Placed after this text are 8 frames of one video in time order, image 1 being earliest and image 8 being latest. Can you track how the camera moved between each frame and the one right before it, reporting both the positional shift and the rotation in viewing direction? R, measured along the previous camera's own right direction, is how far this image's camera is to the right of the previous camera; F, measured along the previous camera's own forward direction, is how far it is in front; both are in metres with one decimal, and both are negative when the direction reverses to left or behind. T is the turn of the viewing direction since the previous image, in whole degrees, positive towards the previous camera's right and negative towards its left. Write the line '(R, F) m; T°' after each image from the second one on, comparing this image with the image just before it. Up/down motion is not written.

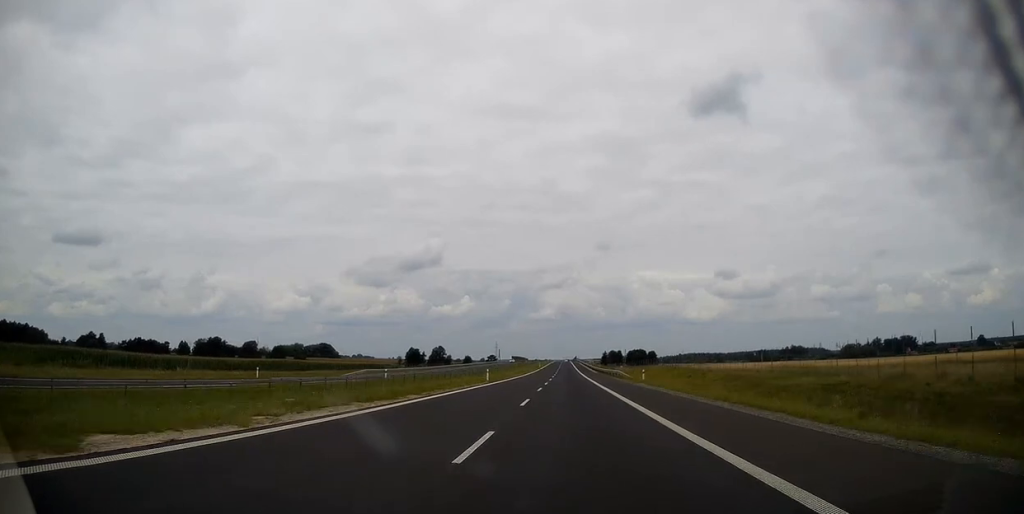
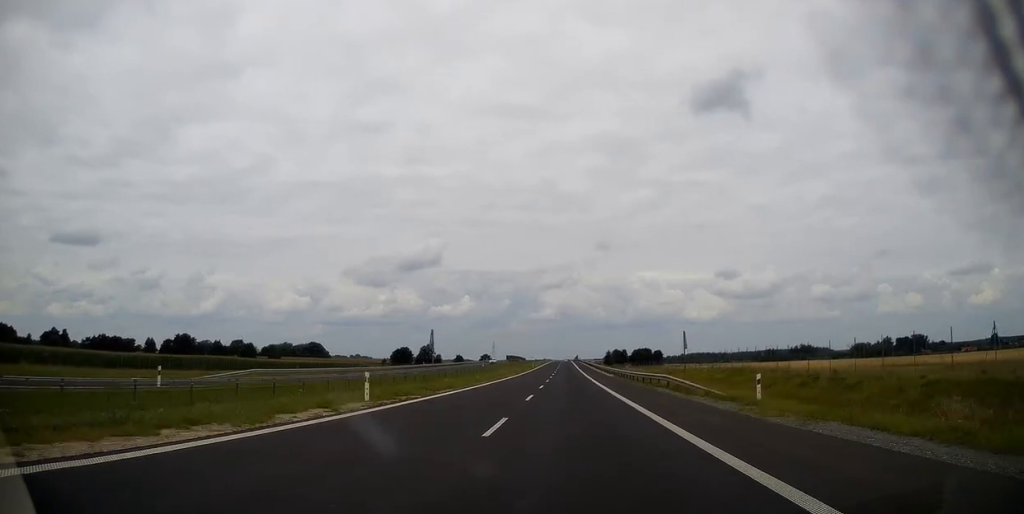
(-0.1, +32.7) m; 0°
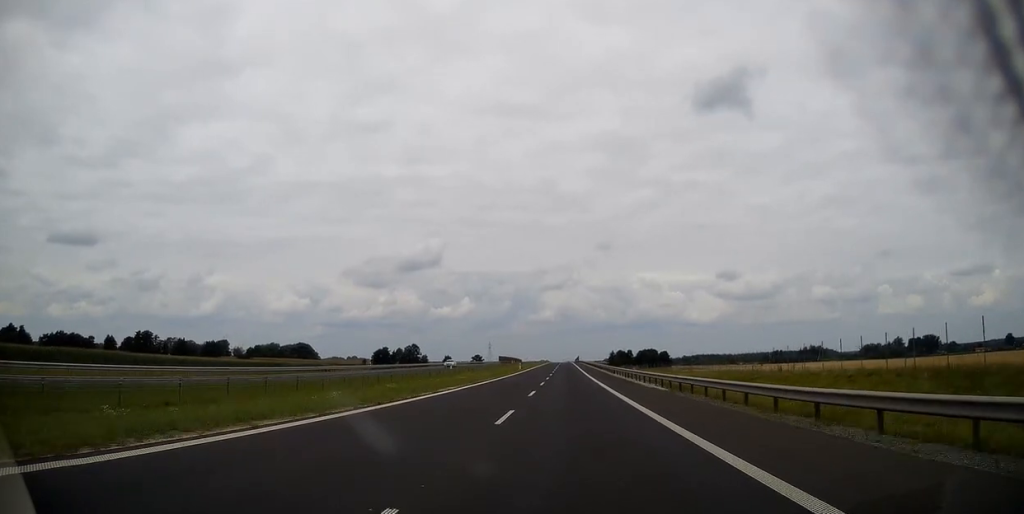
(+0.1, +33.8) m; 0°
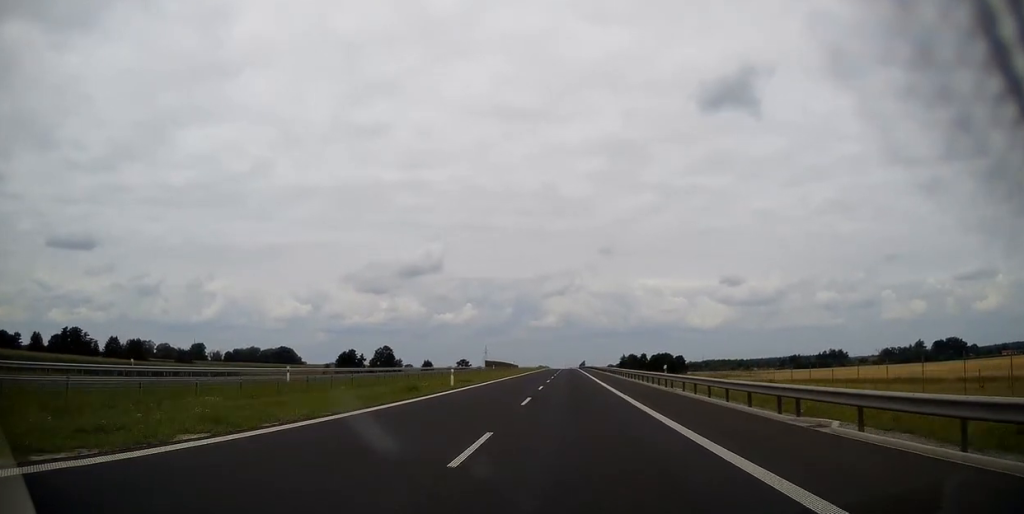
(-0.1, +53.5) m; 0°
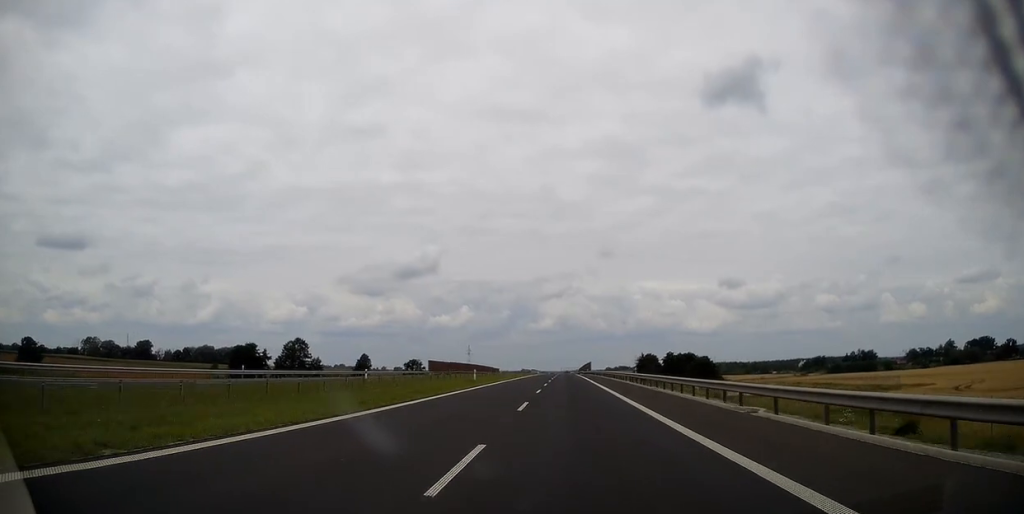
(+0.1, +85.4) m; 0°
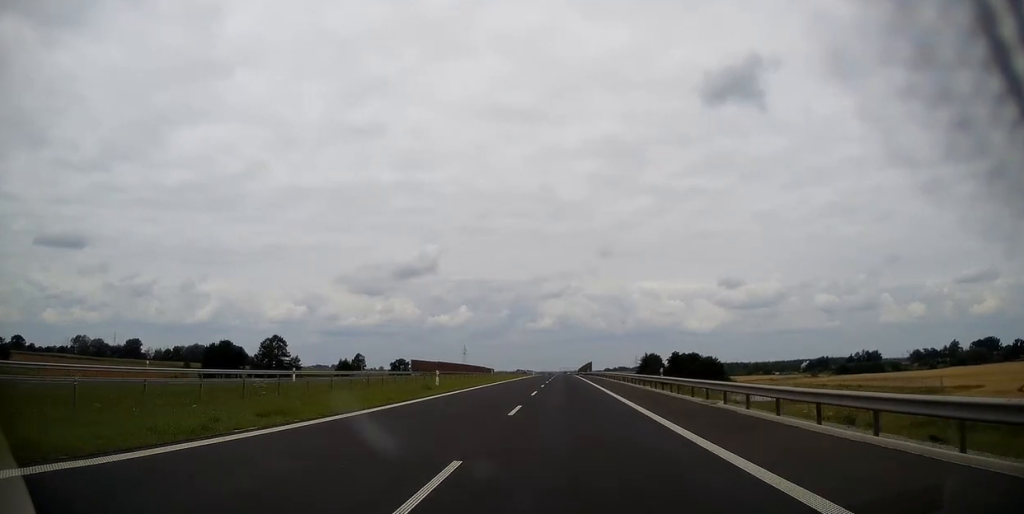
(0.0, +13.8) m; 0°
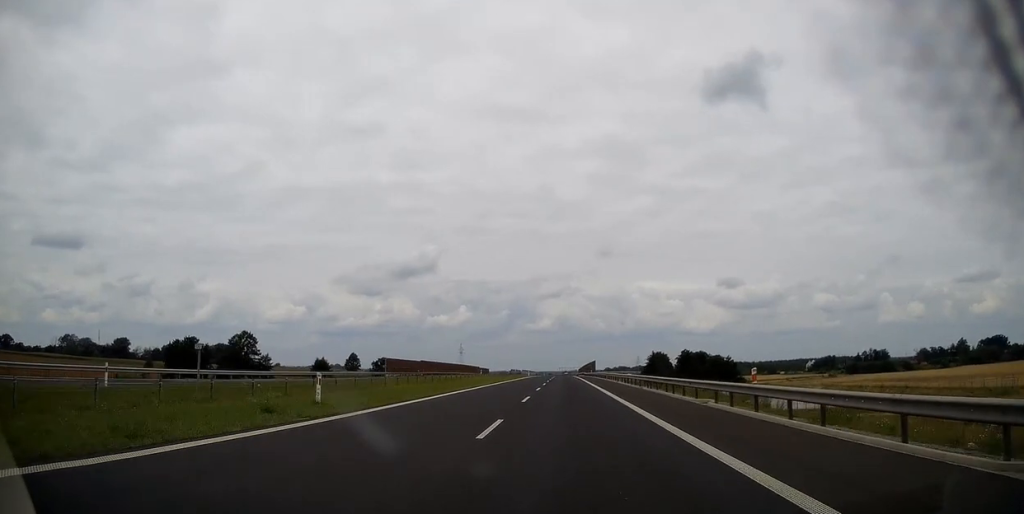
(0.0, +17.2) m; 0°
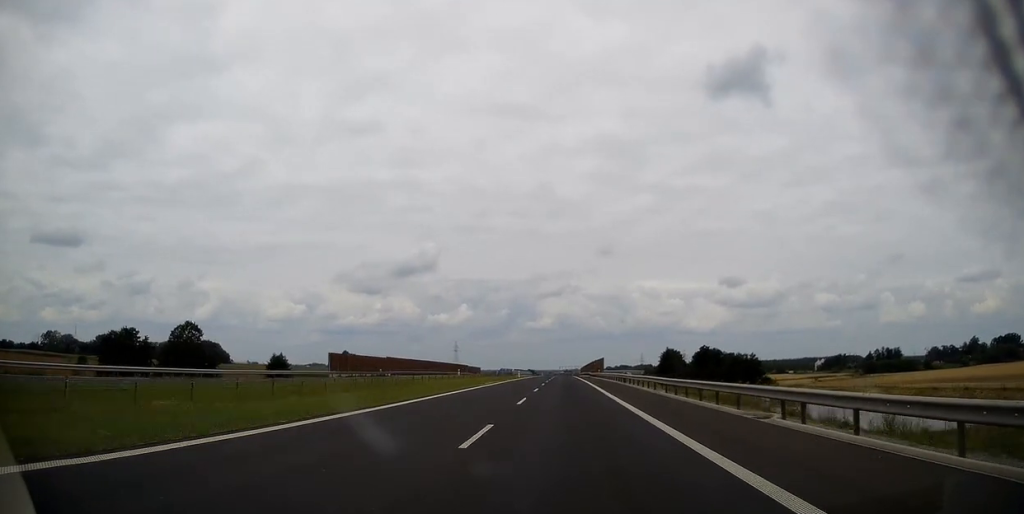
(0.0, +25.3) m; 0°
